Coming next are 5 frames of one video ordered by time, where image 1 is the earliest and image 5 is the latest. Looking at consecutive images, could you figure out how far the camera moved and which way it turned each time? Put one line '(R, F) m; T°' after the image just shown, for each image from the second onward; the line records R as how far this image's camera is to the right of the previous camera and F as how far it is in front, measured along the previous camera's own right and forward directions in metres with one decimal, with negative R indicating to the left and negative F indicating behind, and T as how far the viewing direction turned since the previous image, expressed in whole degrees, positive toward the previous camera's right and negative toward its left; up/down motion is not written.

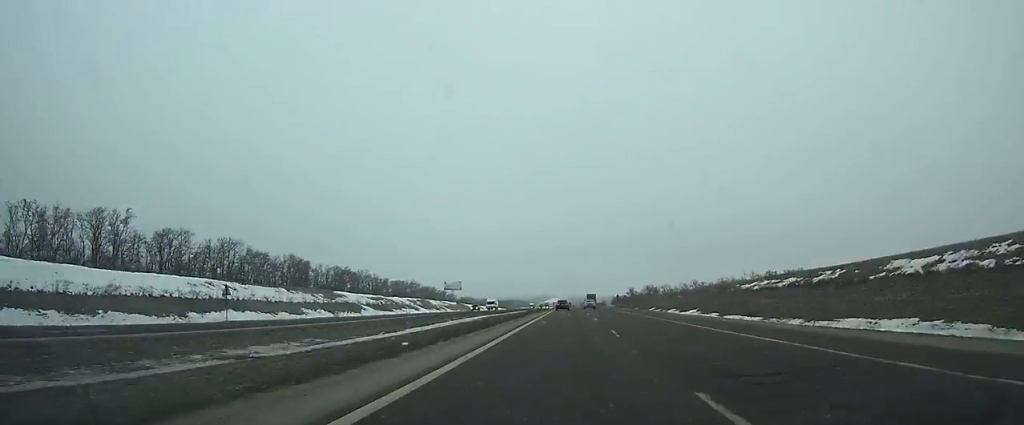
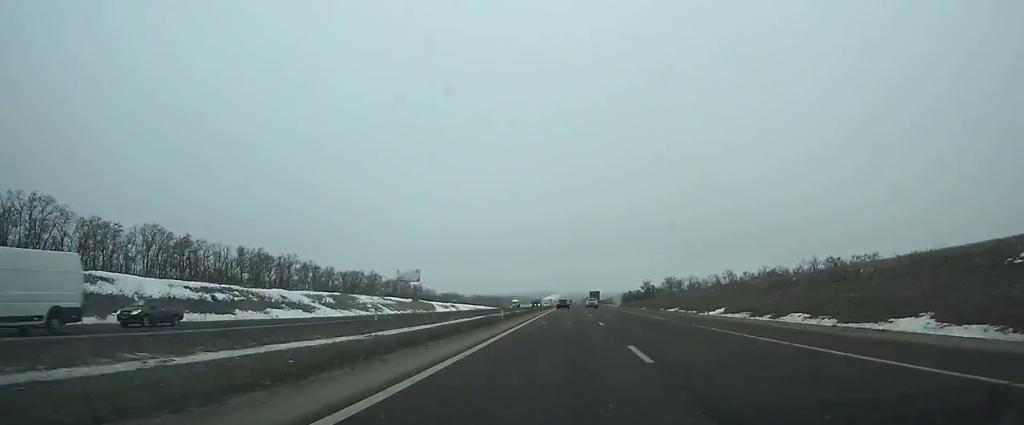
(+0.1, +56.7) m; 0°
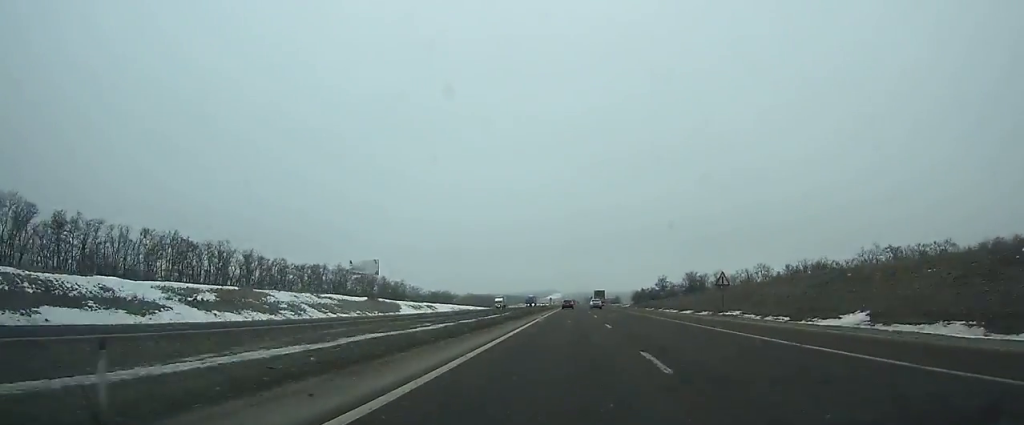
(-0.1, +33.9) m; 0°
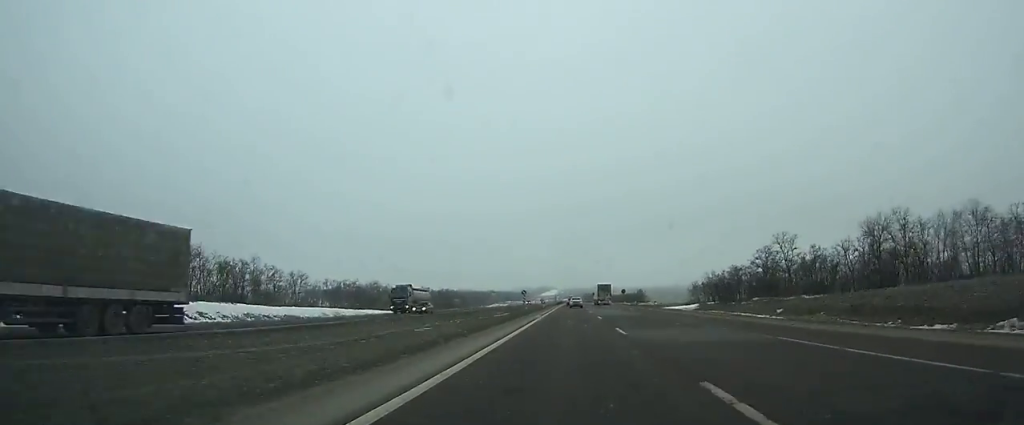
(-0.3, +116.2) m; 0°
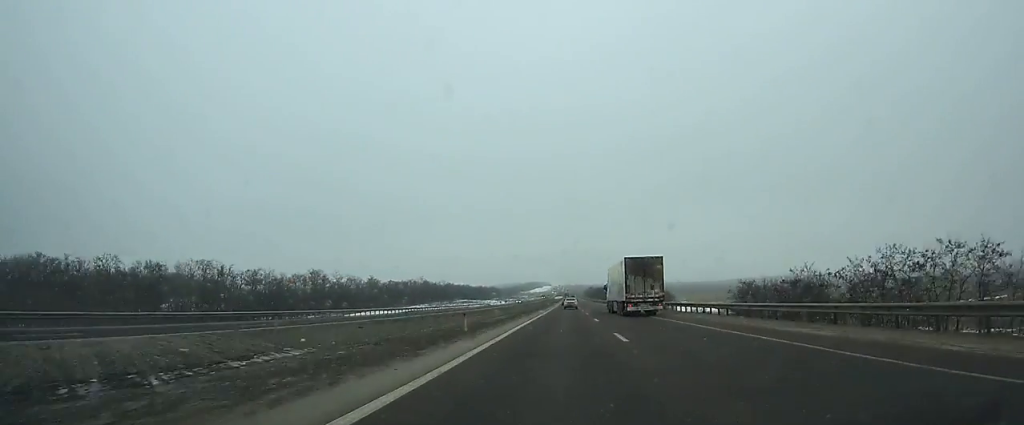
(+0.9, +256.2) m; 0°
